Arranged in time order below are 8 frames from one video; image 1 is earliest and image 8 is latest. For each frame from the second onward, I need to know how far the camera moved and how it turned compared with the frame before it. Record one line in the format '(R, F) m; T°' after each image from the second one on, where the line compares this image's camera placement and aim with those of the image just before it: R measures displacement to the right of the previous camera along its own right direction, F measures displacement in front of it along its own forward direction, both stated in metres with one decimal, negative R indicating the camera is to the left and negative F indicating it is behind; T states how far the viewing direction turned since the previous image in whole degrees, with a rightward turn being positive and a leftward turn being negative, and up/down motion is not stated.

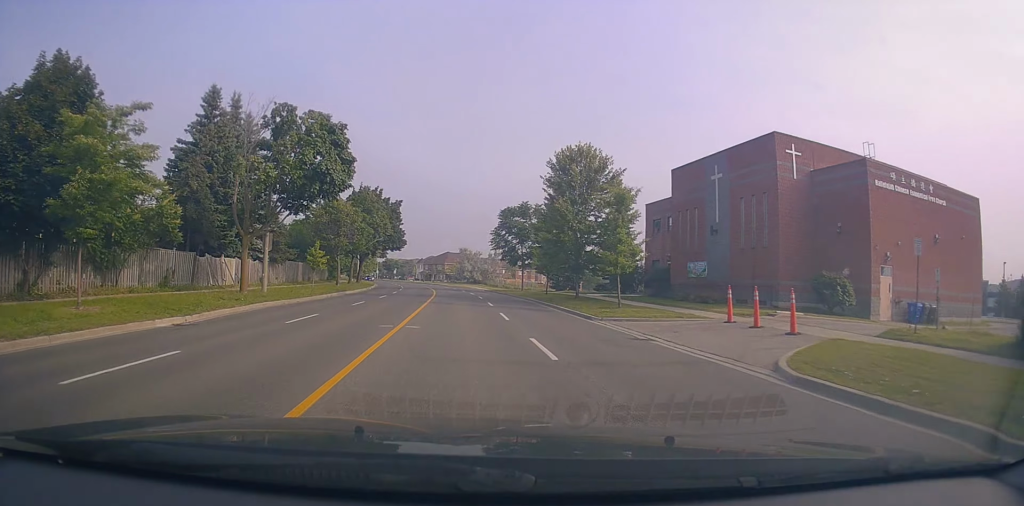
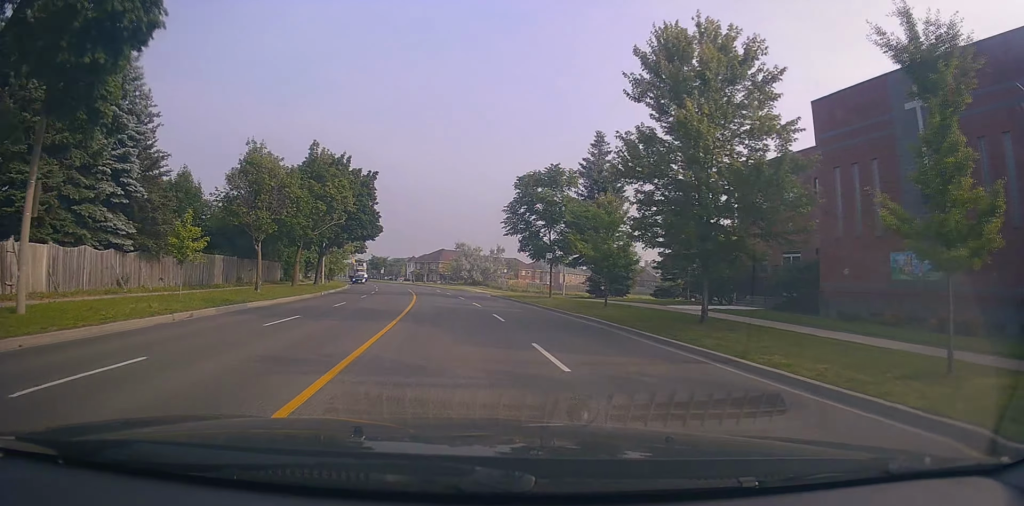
(+0.3, +18.5) m; -1°
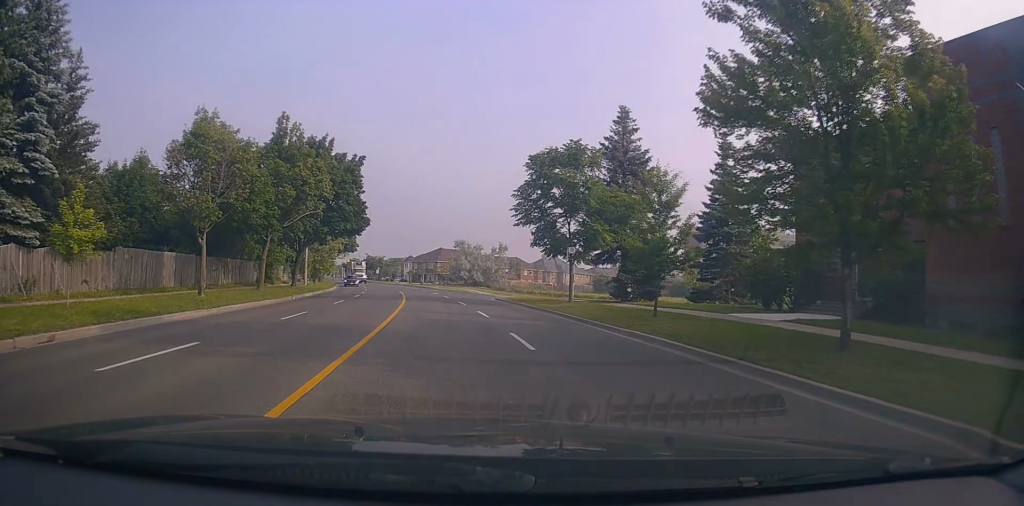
(-0.3, +6.8) m; 0°
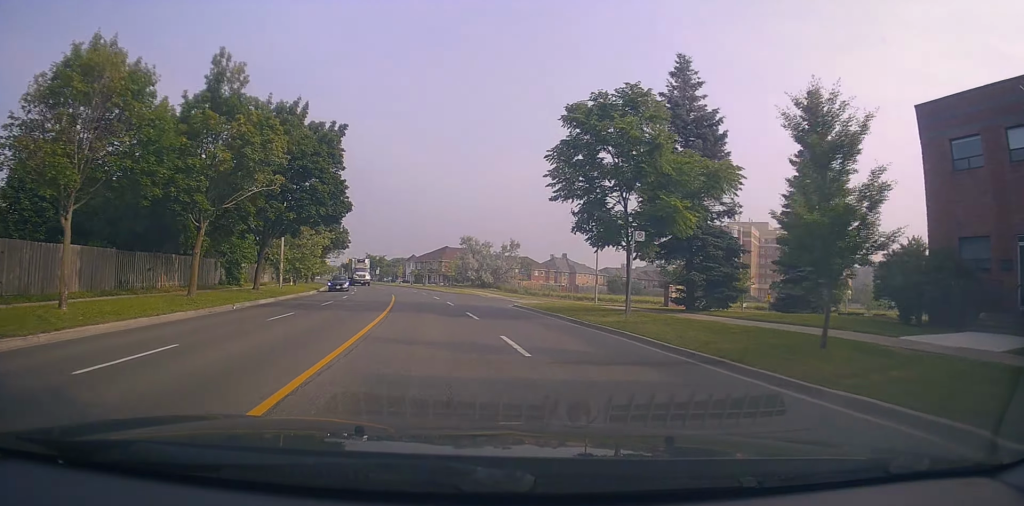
(0.0, +9.4) m; 0°
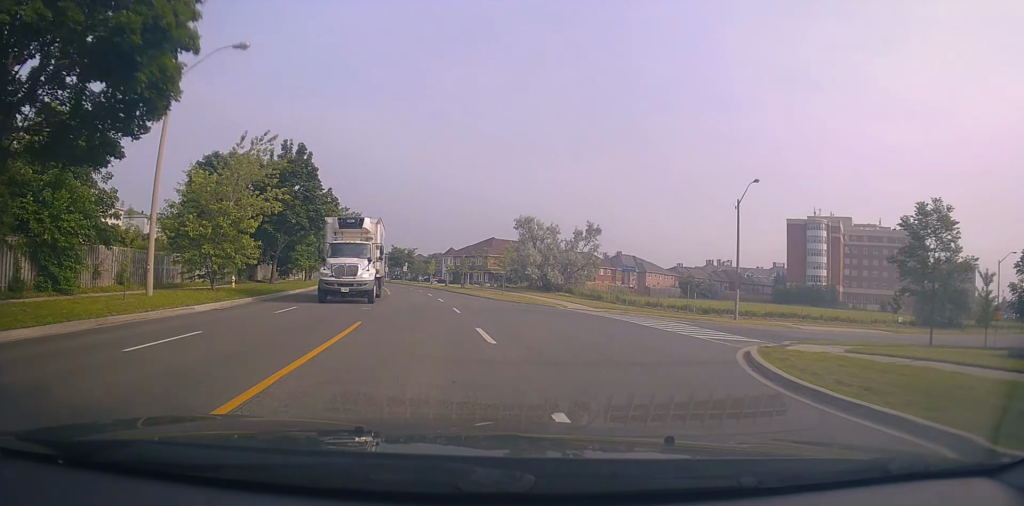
(-0.4, +24.8) m; -4°
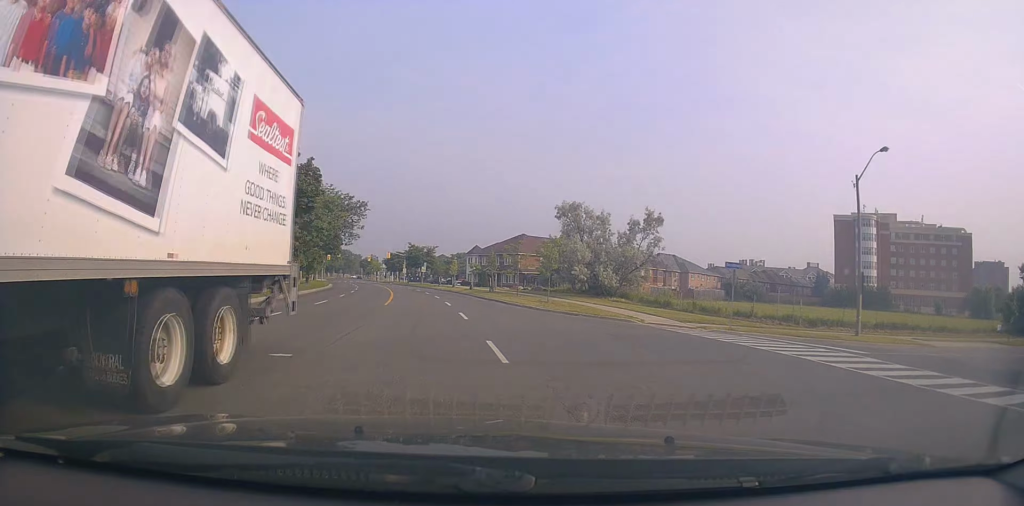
(+0.1, +11.5) m; -4°
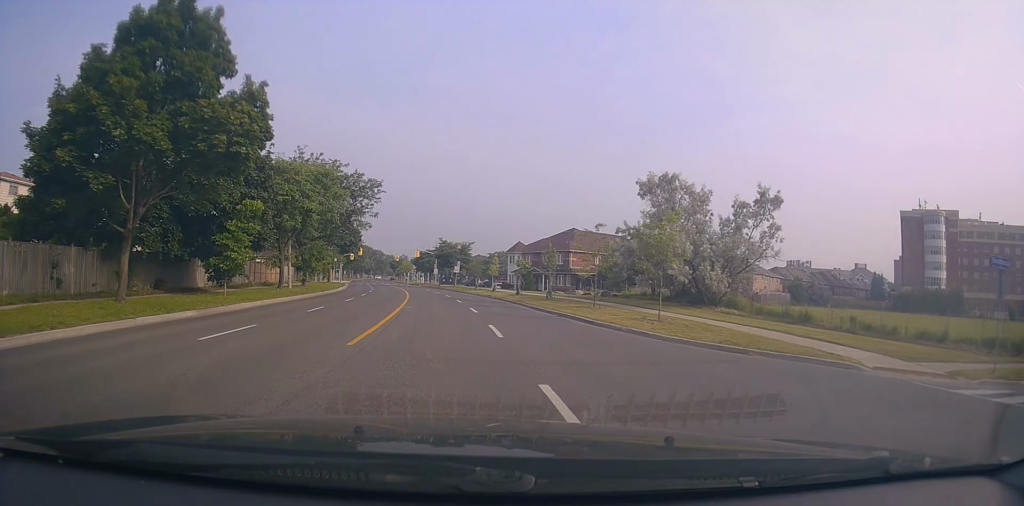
(-1.1, +13.4) m; -5°
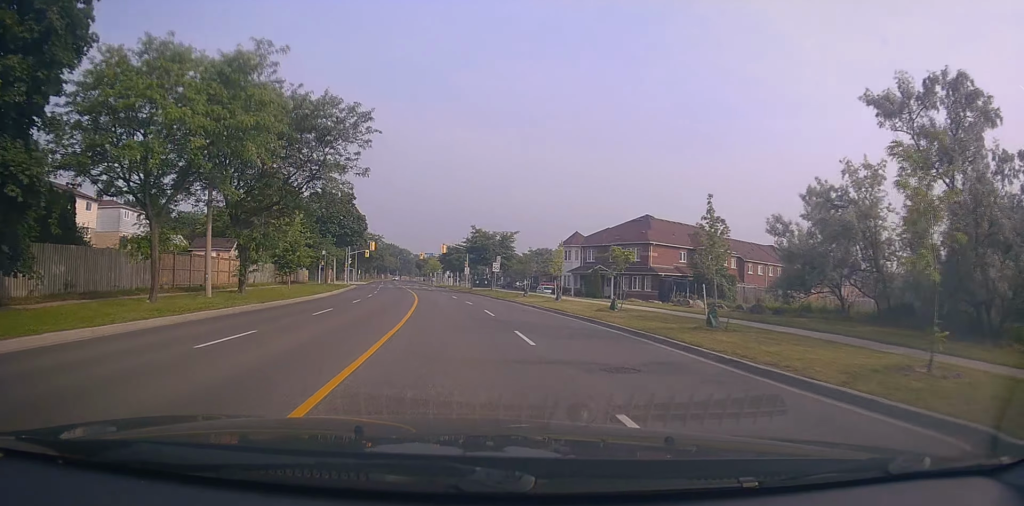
(+0.1, +19.5) m; +1°
